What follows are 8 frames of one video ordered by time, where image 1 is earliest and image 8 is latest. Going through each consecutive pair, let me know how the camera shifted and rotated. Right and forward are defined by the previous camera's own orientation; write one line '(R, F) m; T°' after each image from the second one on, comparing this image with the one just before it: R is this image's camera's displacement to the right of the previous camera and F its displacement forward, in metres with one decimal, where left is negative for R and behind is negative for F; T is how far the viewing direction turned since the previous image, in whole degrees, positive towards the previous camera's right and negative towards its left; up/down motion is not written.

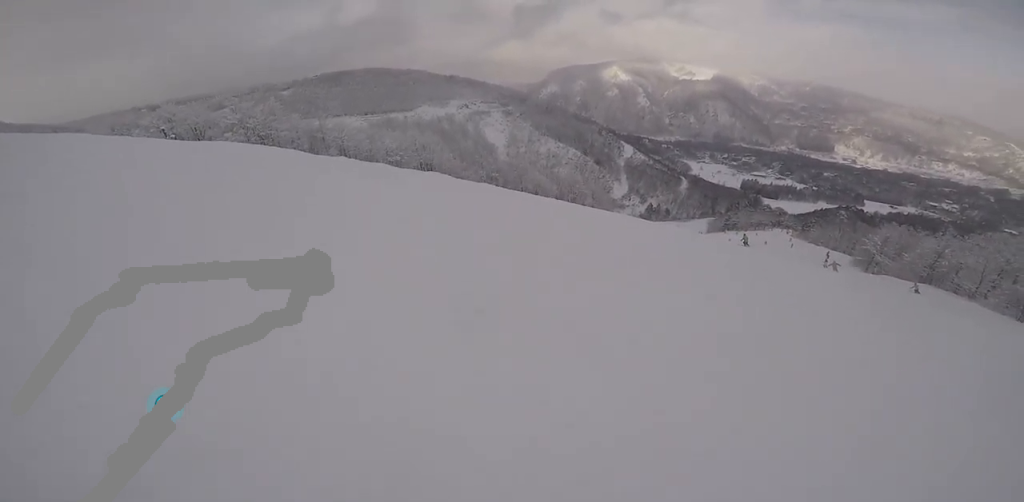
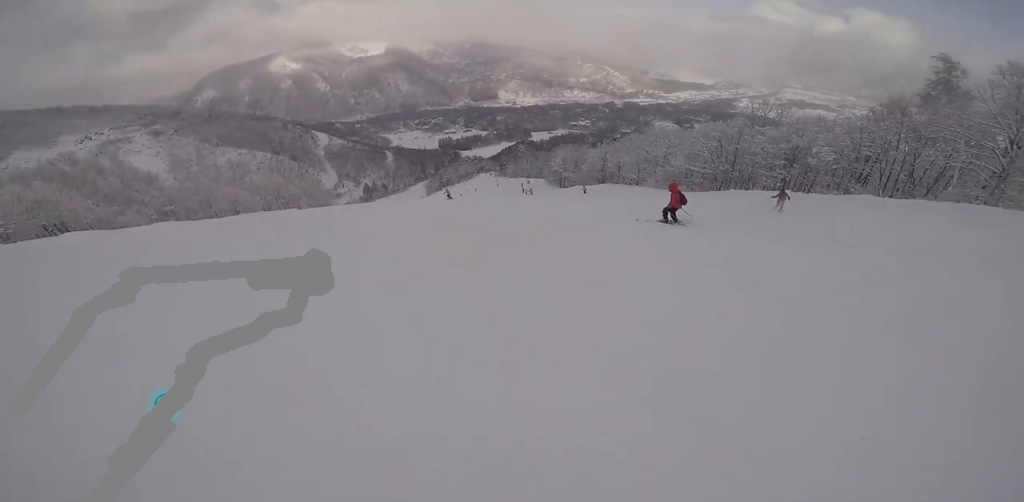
(+0.3, +3.1) m; +23°
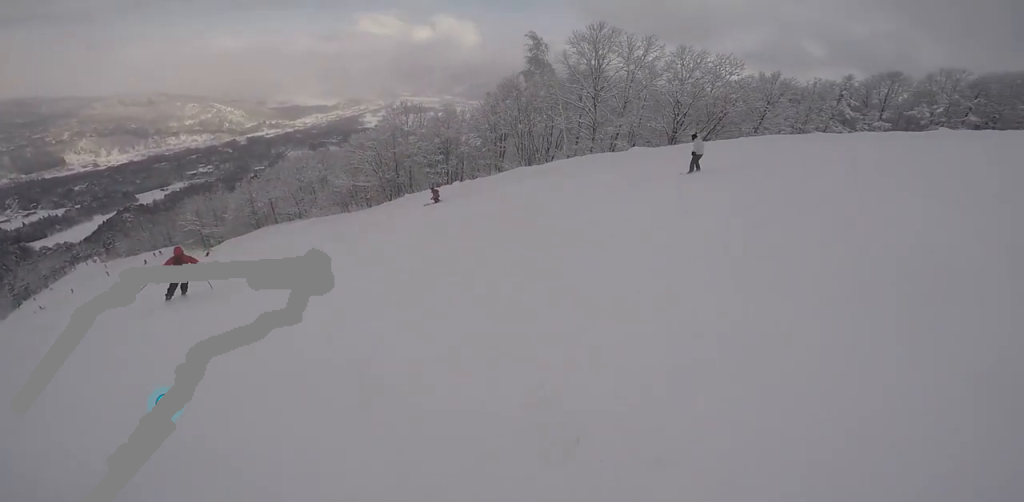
(+1.4, +4.2) m; +49°
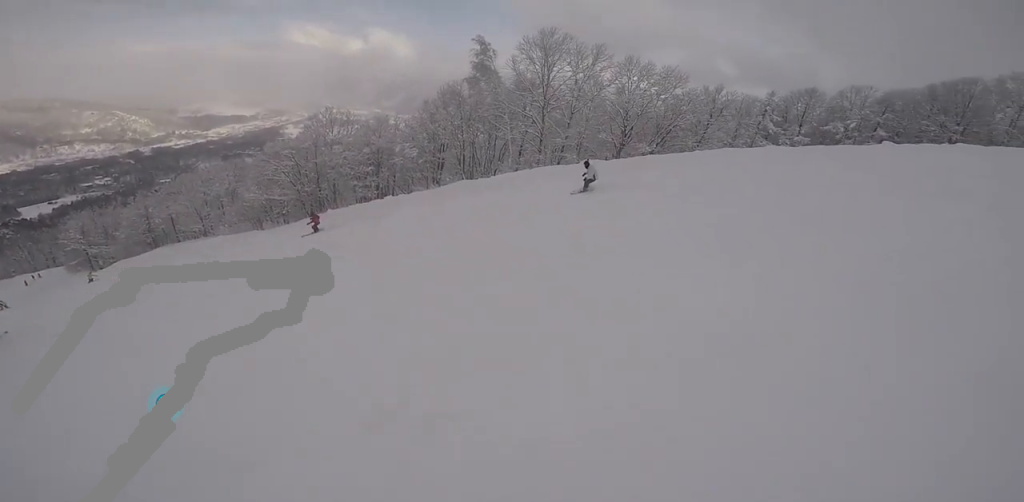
(+1.2, +2.6) m; +17°
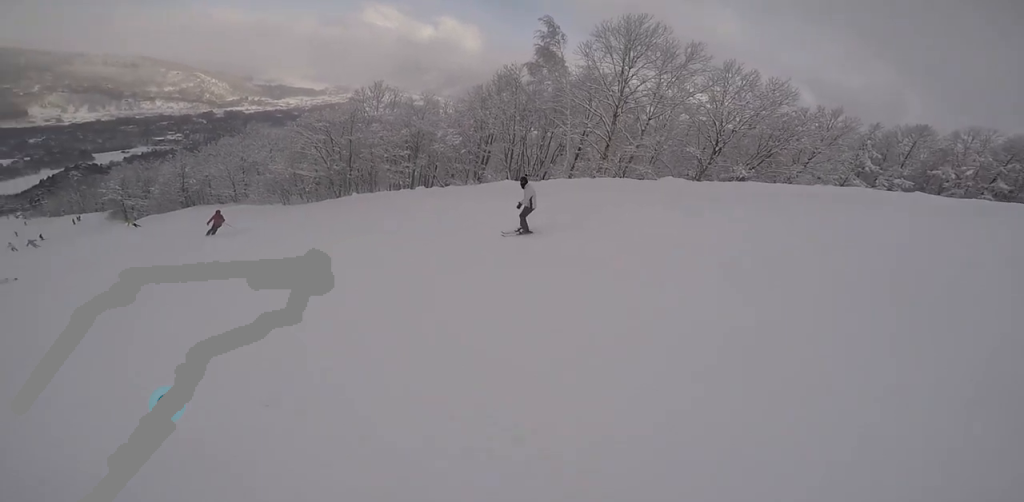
(+0.6, +4.9) m; -5°
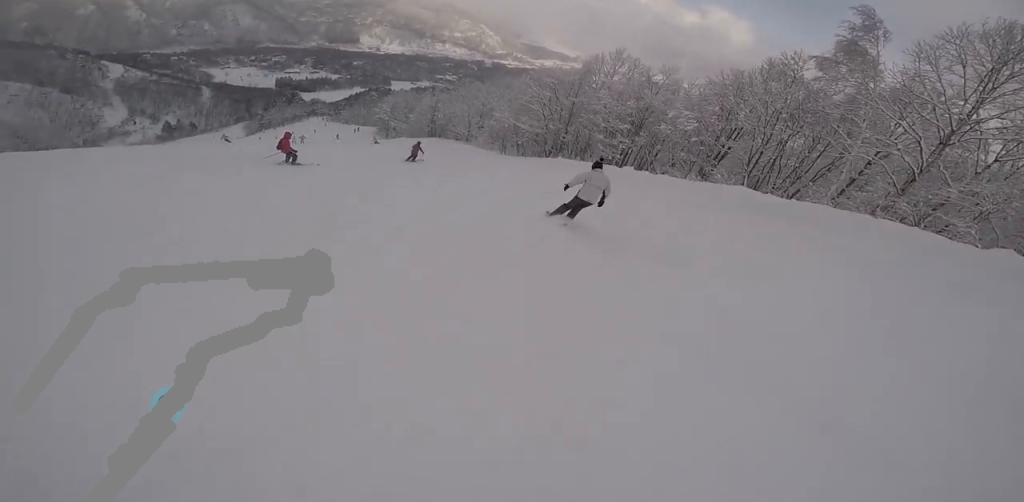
(-0.3, +2.9) m; -19°
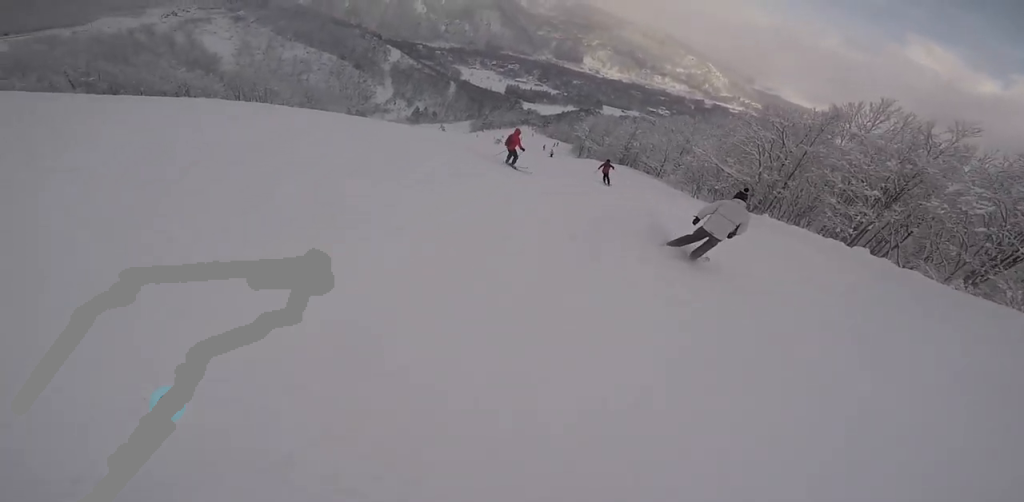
(-0.2, +2.3) m; -23°
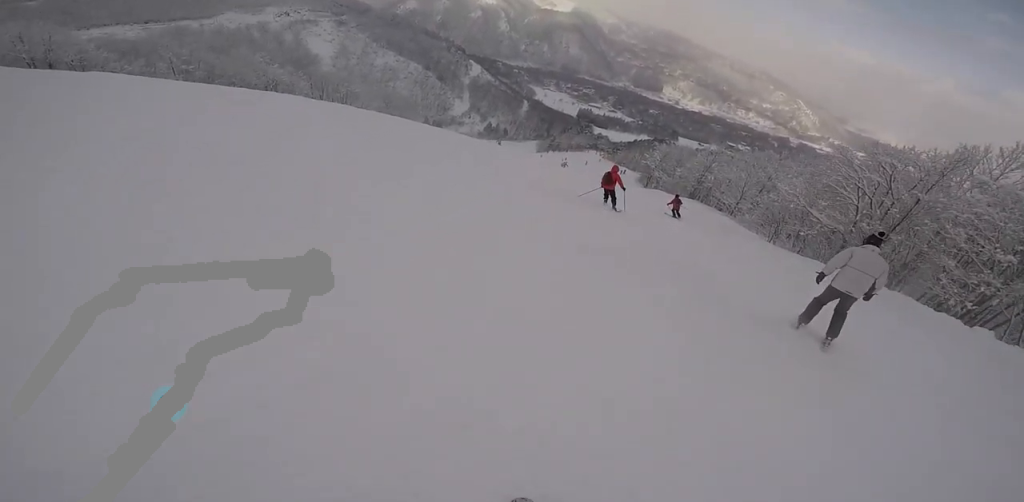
(-0.3, +1.9) m; -17°
